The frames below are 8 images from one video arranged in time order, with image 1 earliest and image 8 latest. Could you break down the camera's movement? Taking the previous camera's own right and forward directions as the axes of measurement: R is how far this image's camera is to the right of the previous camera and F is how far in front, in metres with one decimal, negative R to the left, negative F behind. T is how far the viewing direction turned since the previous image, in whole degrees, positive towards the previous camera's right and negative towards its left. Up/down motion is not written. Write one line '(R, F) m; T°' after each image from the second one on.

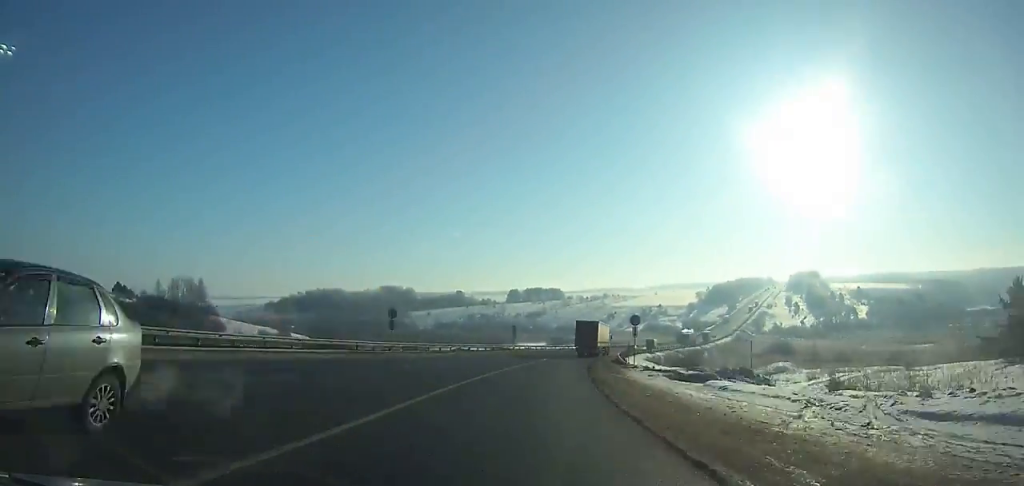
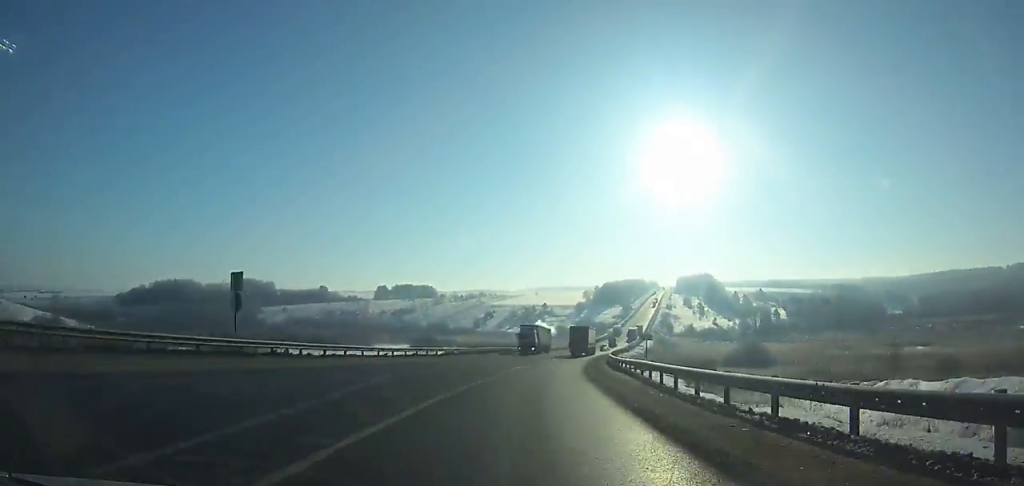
(+6.1, +64.6) m; +11°
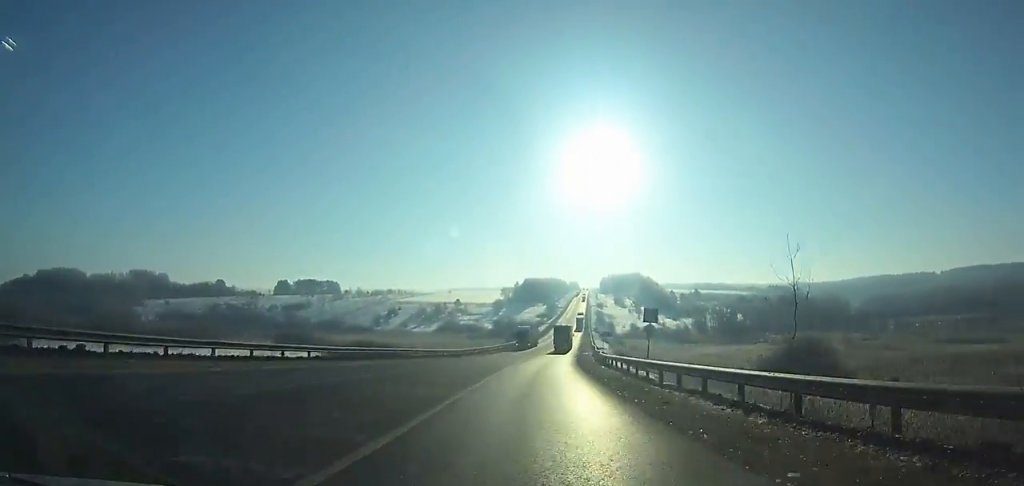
(+4.6, +59.8) m; +7°
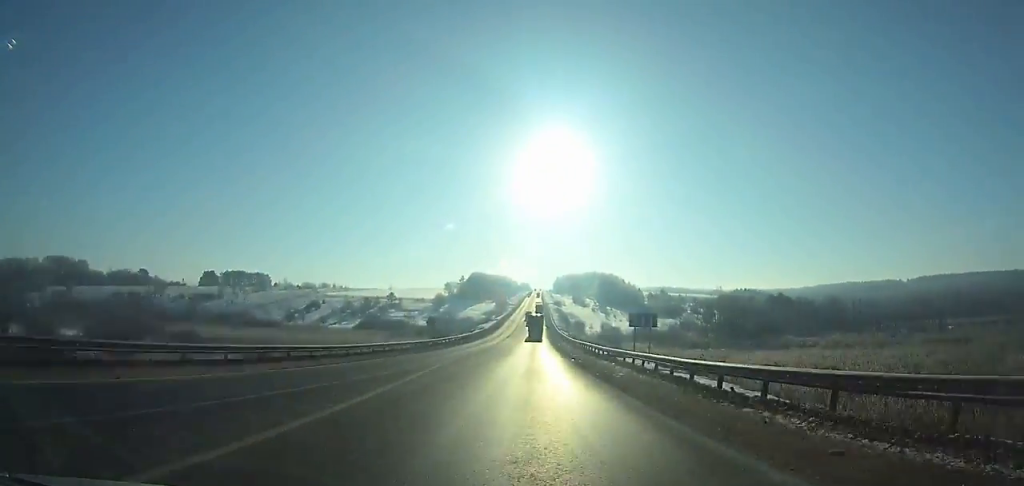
(+2.7, +59.7) m; +3°
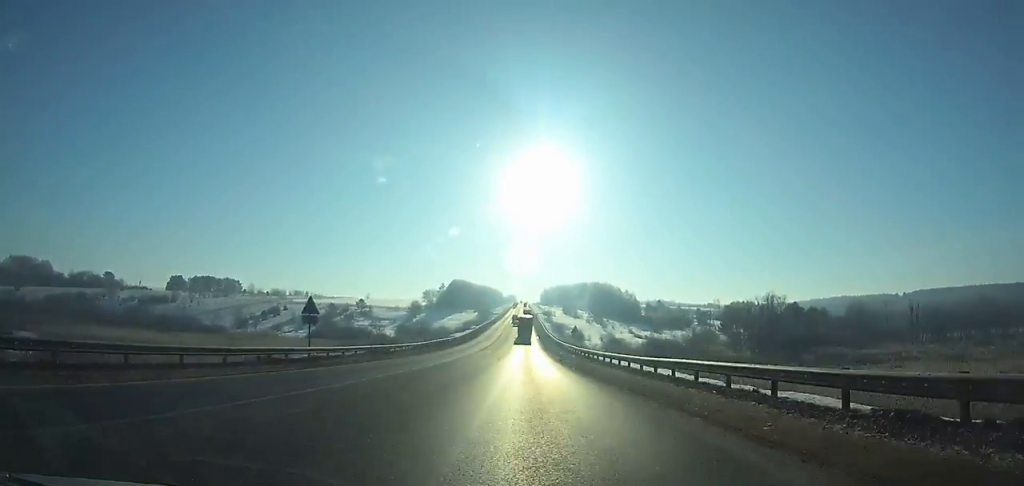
(+0.4, +36.3) m; +1°
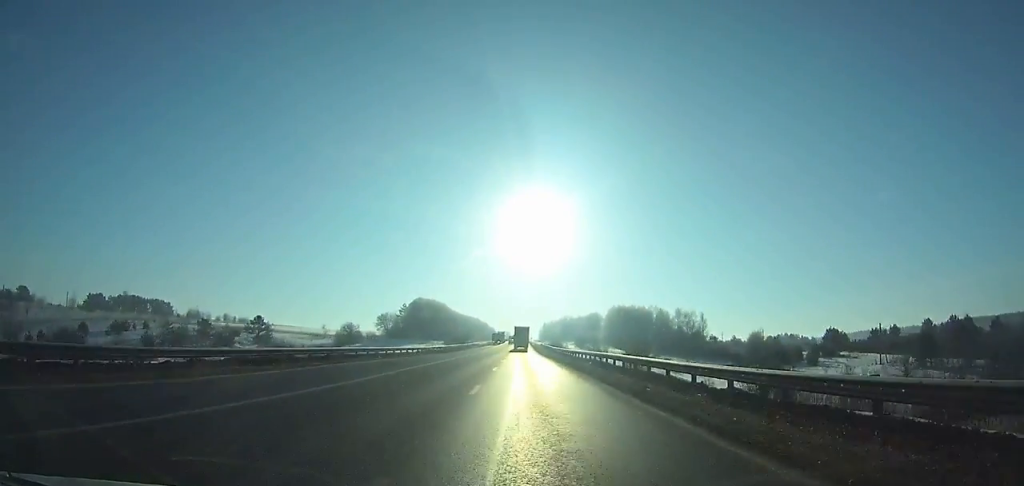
(+0.5, +114.8) m; 0°
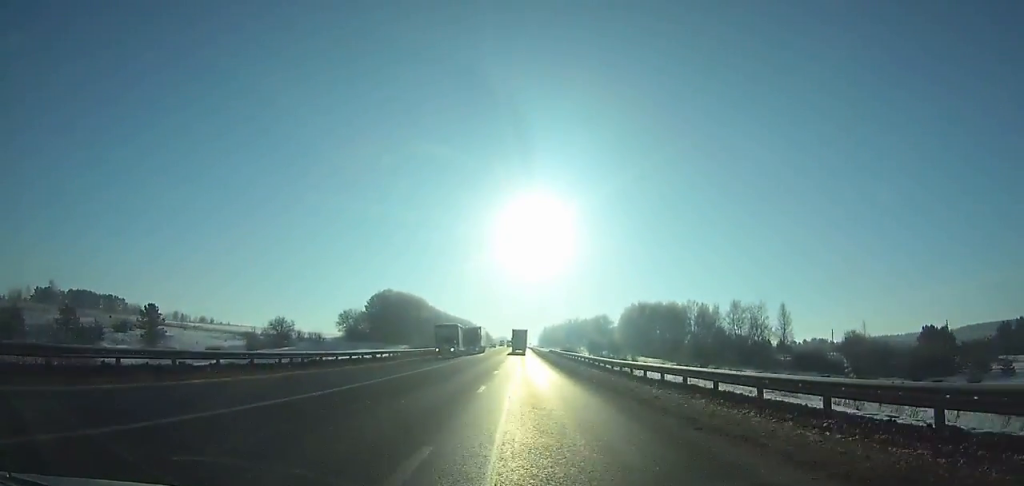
(+0.1, +58.2) m; 0°
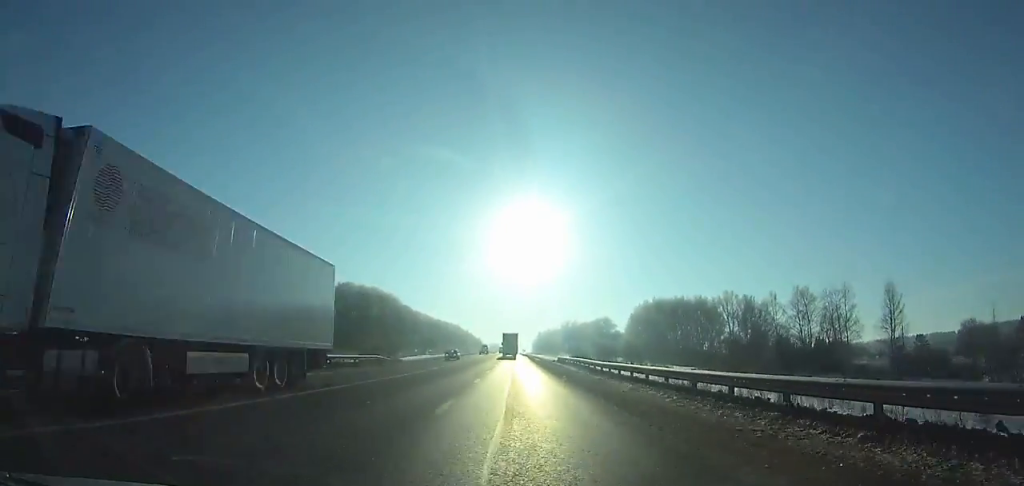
(0.0, +40.8) m; 0°
